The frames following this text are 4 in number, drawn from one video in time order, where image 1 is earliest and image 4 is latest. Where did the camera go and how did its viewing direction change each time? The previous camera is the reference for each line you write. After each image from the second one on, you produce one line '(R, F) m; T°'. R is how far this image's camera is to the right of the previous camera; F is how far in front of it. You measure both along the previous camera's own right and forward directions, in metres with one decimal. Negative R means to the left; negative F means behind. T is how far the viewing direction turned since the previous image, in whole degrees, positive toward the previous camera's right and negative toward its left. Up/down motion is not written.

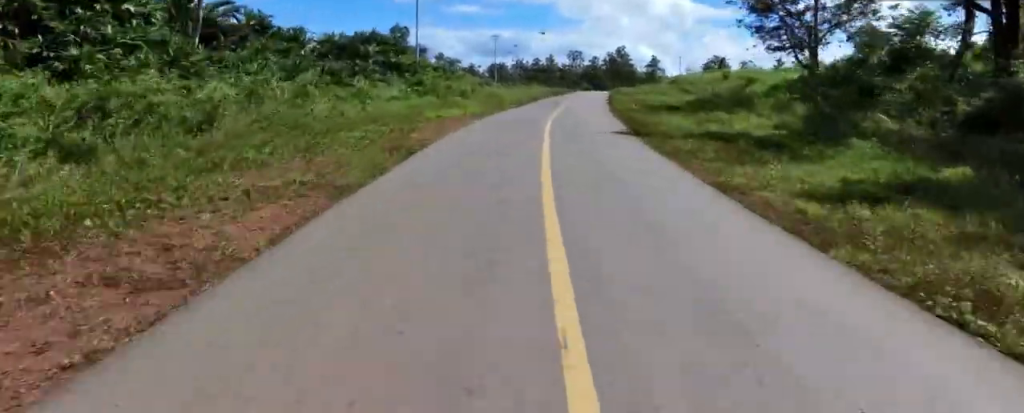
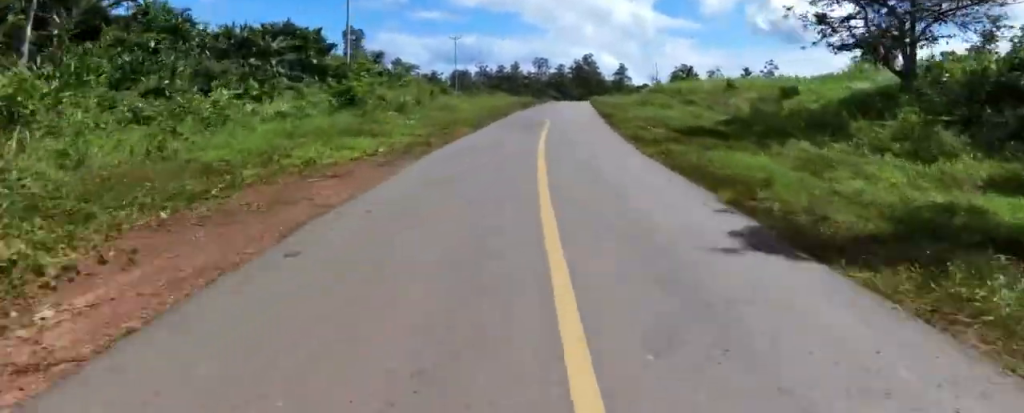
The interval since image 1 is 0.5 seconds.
(+0.1, +10.7) m; +1°
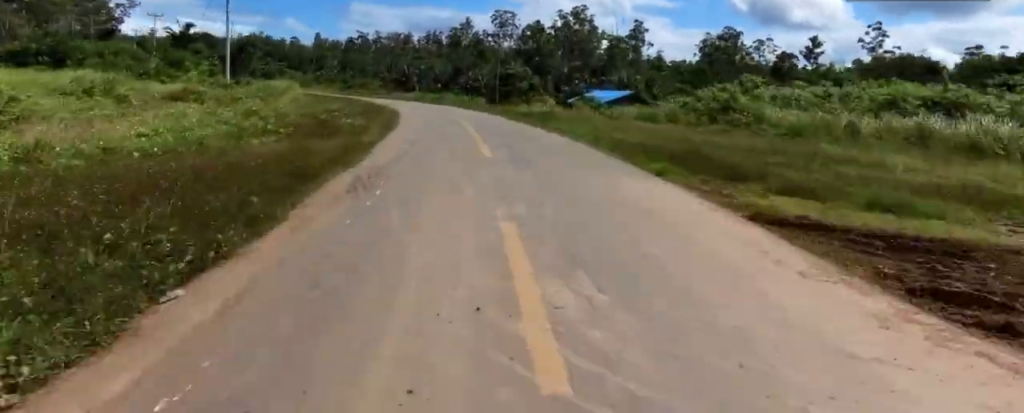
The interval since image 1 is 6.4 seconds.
(+18.8, +92.8) m; -6°
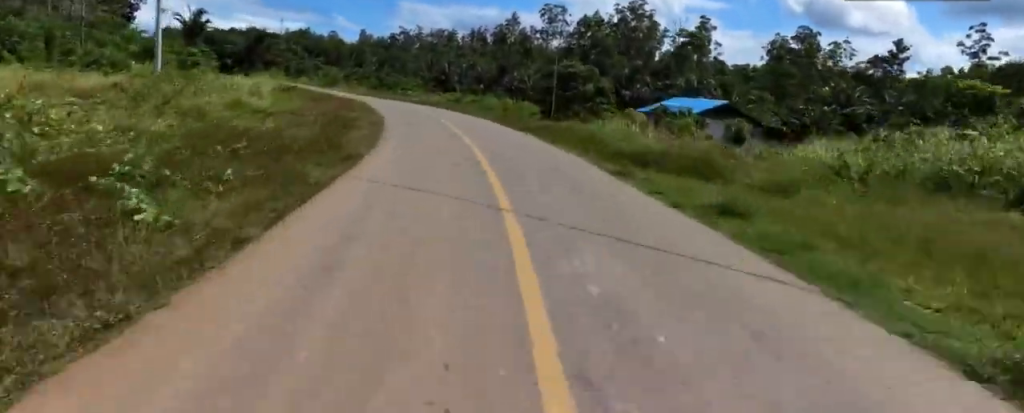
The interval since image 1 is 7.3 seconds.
(-1.3, +18.2) m; -3°
